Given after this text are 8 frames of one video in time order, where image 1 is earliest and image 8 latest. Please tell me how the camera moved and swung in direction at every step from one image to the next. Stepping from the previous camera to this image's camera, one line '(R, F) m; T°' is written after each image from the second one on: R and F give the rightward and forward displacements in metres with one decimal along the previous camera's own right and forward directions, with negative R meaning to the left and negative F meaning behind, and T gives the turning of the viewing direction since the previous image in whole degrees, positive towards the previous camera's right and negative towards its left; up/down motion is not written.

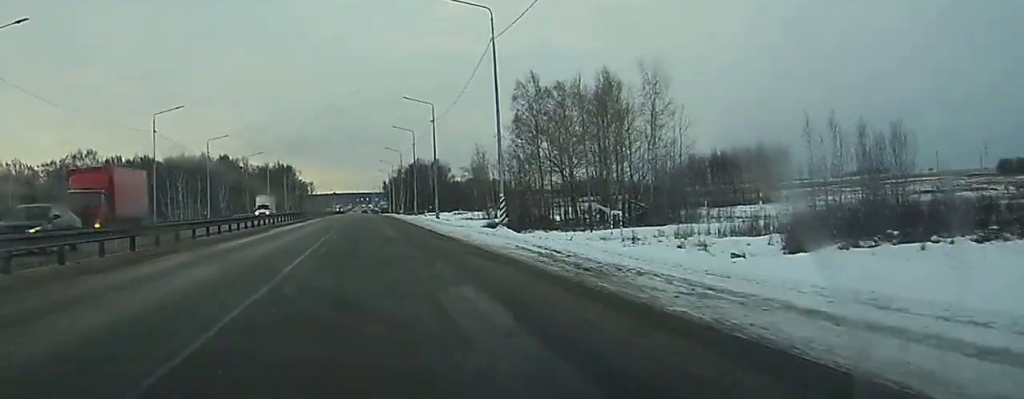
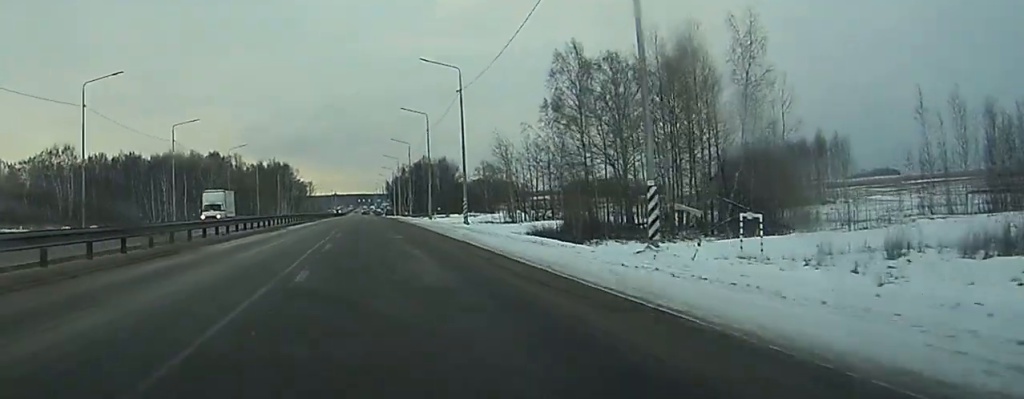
(0.0, +21.9) m; 0°
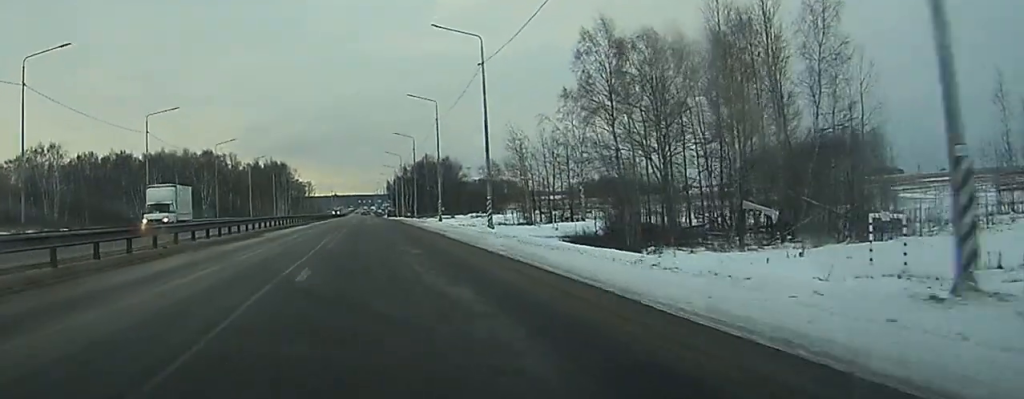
(0.0, +11.3) m; 0°
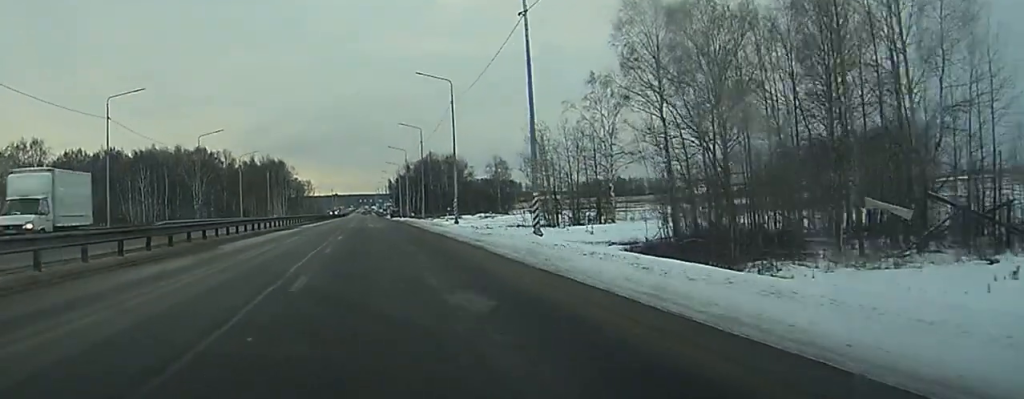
(0.0, +12.9) m; 0°
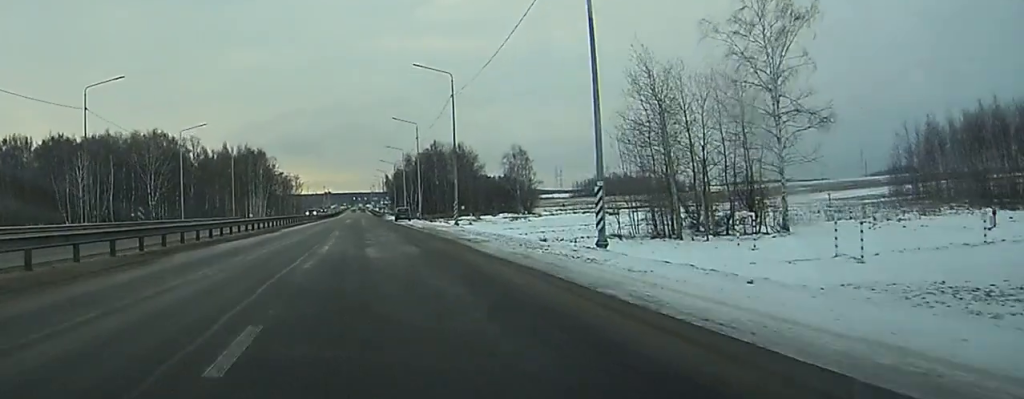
(0.0, +41.8) m; 0°
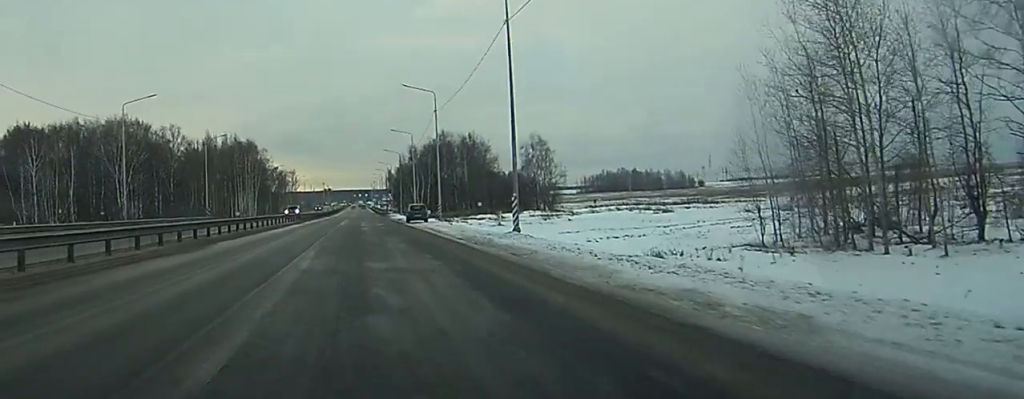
(+0.1, +24.3) m; 0°
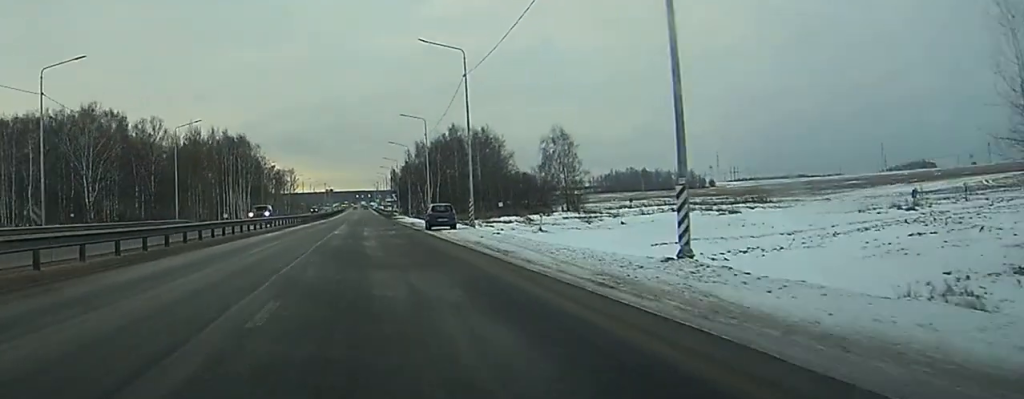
(0.0, +20.5) m; 0°
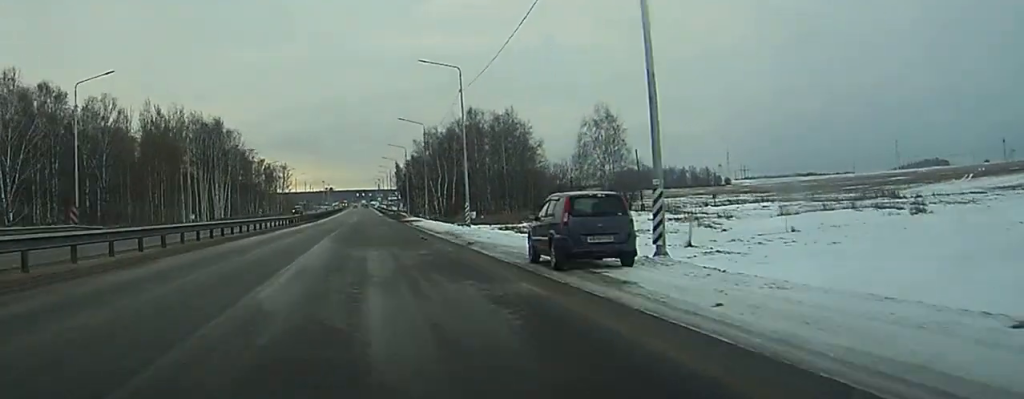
(-0.1, +35.2) m; 0°
